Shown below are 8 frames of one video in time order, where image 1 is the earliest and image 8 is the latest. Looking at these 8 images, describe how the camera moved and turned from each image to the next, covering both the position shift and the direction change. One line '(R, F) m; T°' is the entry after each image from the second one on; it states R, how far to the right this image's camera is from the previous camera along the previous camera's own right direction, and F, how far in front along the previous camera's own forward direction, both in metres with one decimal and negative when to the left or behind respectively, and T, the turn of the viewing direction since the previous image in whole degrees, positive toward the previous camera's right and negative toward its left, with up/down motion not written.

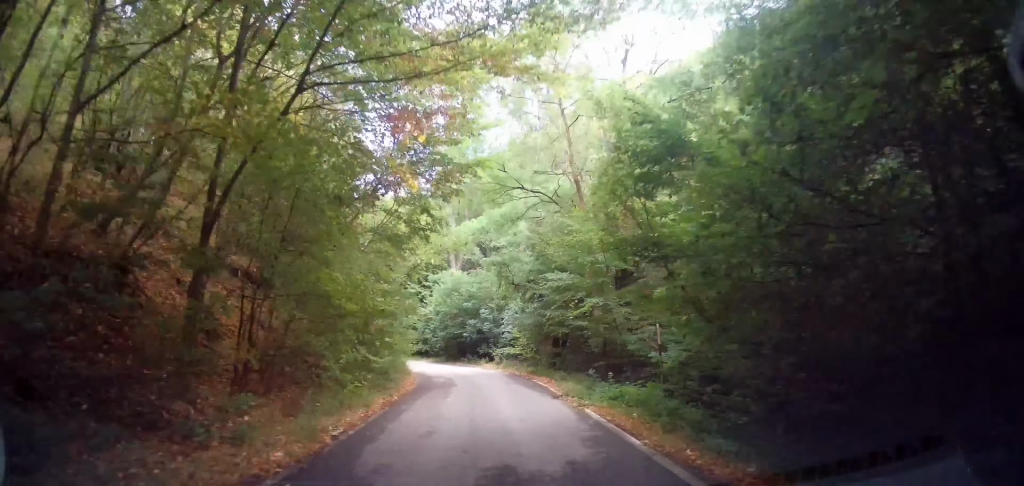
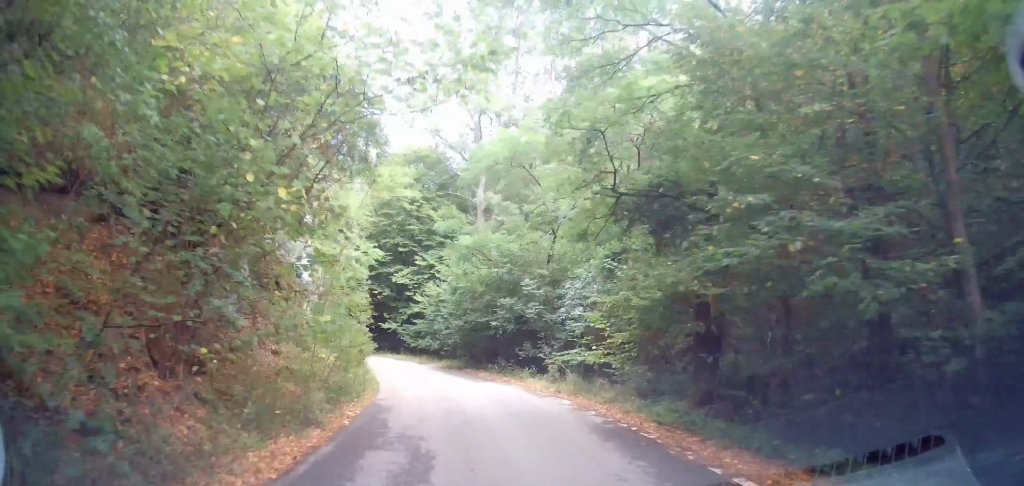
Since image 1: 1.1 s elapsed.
(-0.4, +12.6) m; -5°
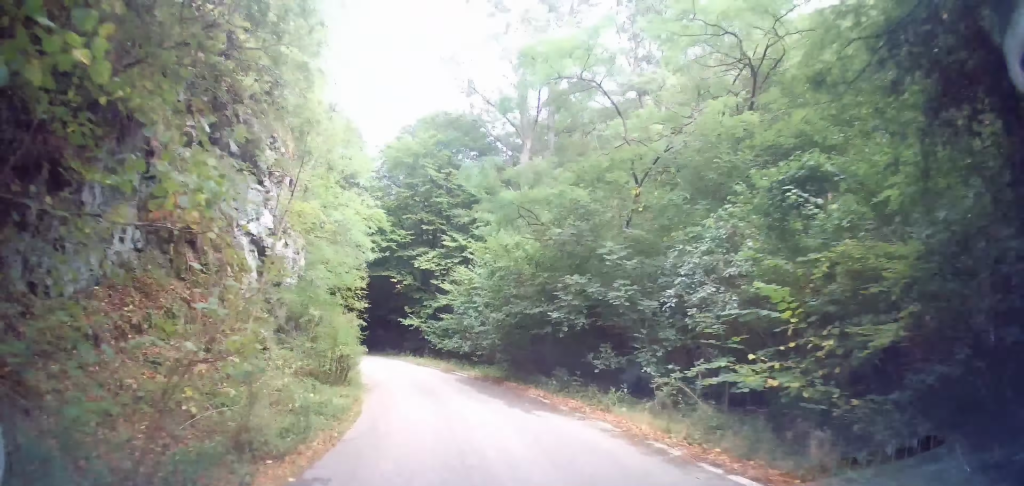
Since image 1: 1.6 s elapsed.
(-0.4, +6.4) m; -2°
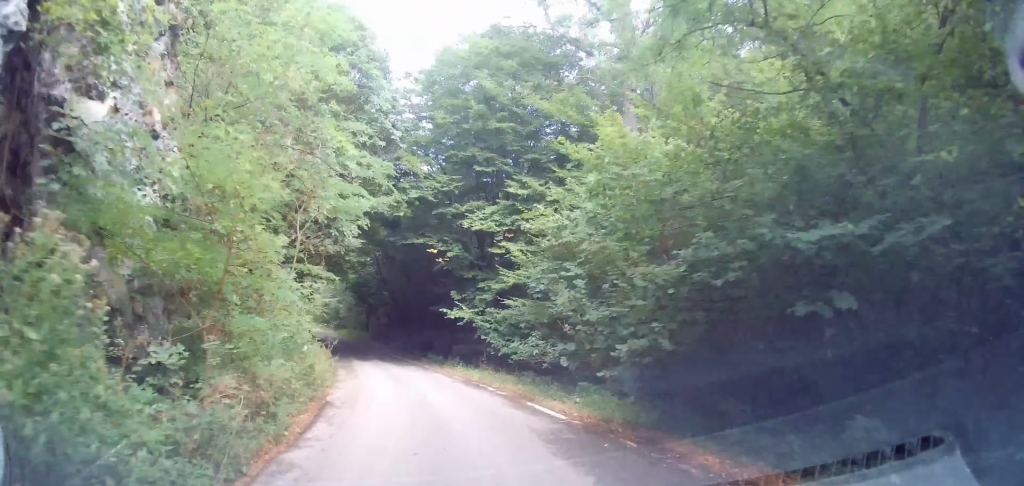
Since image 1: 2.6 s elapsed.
(+0.3, +9.6) m; -6°
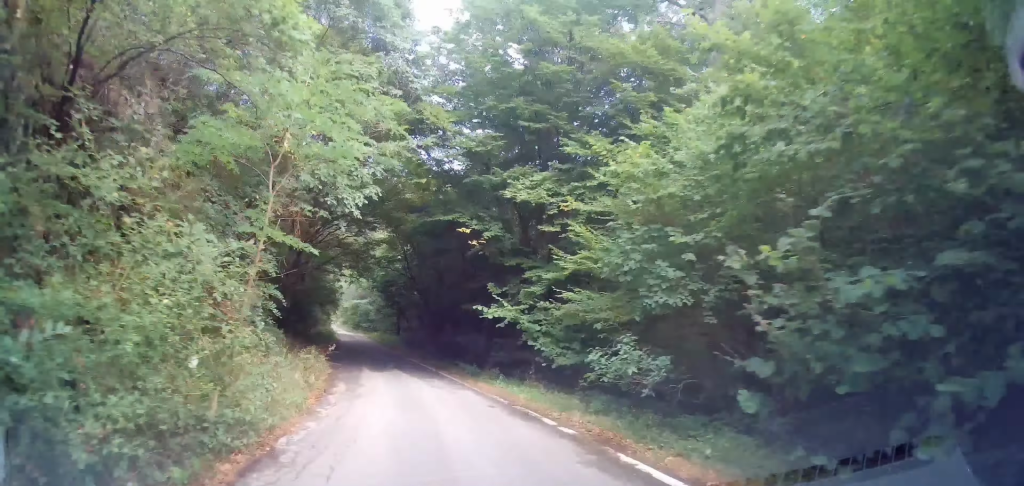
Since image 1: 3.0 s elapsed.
(-0.6, +4.4) m; -5°
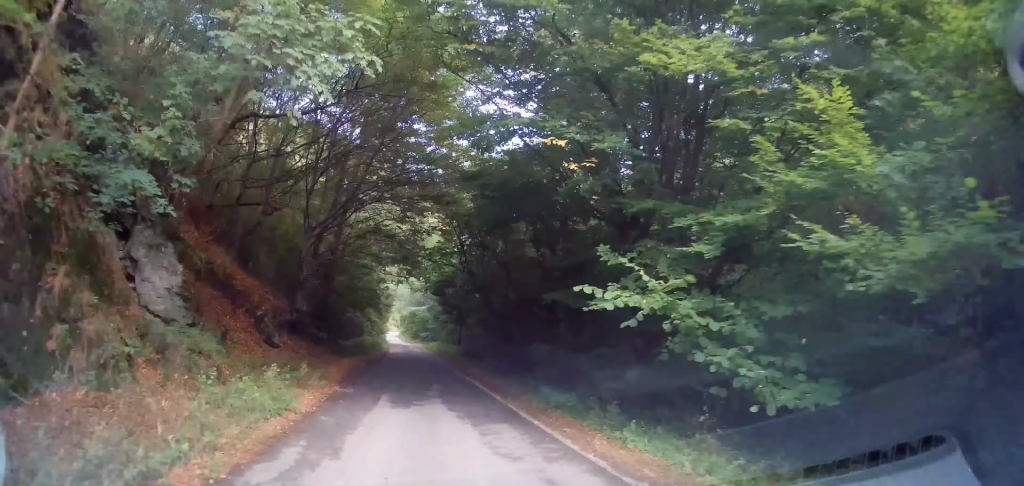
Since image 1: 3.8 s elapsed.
(-0.7, +7.4) m; -9°
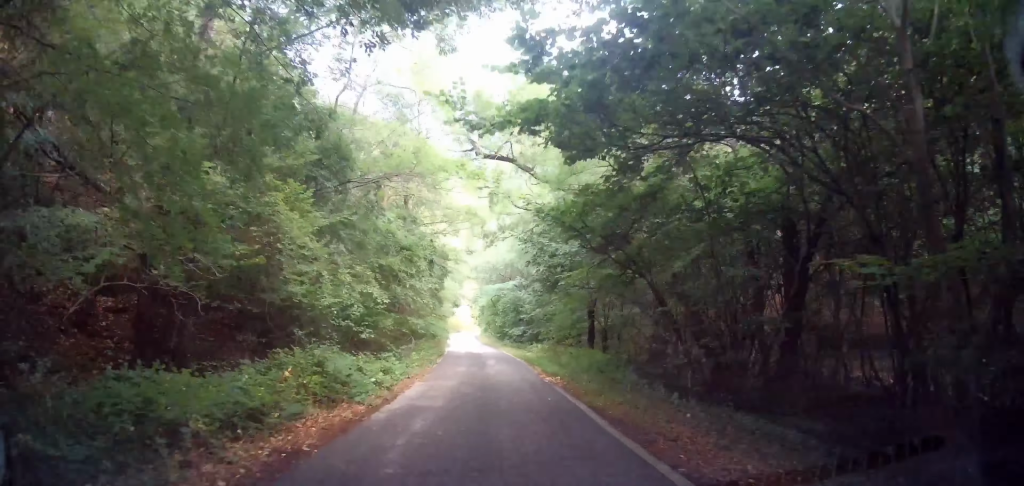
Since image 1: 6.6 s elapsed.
(-4.5, +25.5) m; -7°
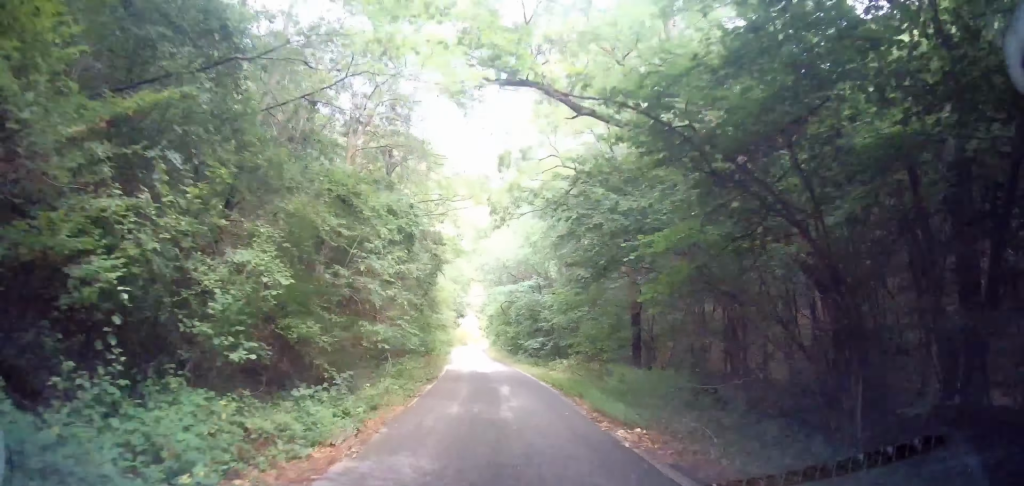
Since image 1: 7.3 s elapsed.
(+0.3, +6.0) m; -2°
